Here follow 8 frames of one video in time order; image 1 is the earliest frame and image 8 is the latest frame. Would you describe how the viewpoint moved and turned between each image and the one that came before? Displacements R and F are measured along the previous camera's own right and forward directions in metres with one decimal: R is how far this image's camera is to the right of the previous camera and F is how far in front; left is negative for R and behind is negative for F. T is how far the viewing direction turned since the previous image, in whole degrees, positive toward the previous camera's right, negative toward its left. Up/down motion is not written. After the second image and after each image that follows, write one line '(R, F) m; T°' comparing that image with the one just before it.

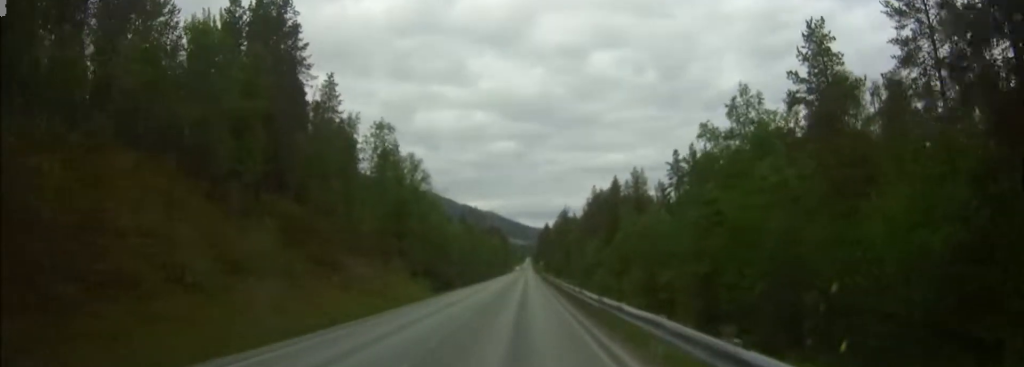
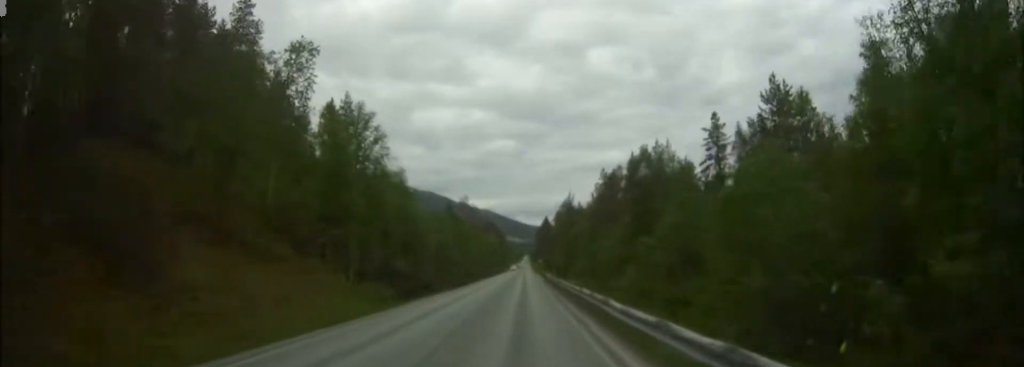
(+0.1, +23.9) m; 0°
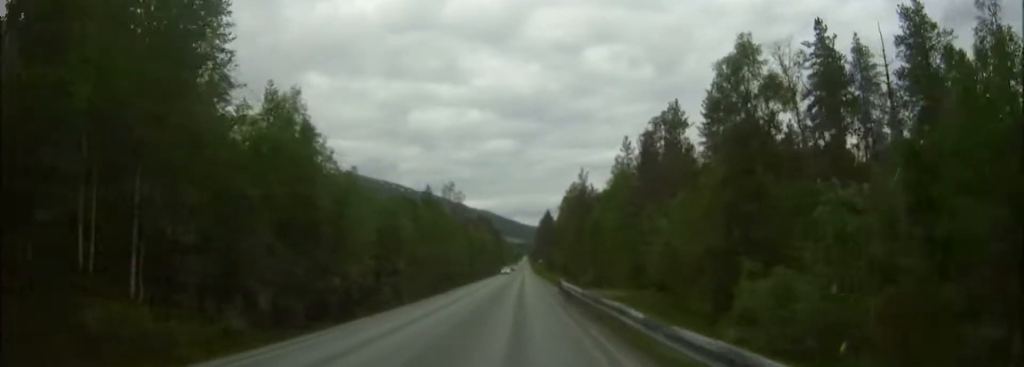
(0.0, +32.1) m; 0°
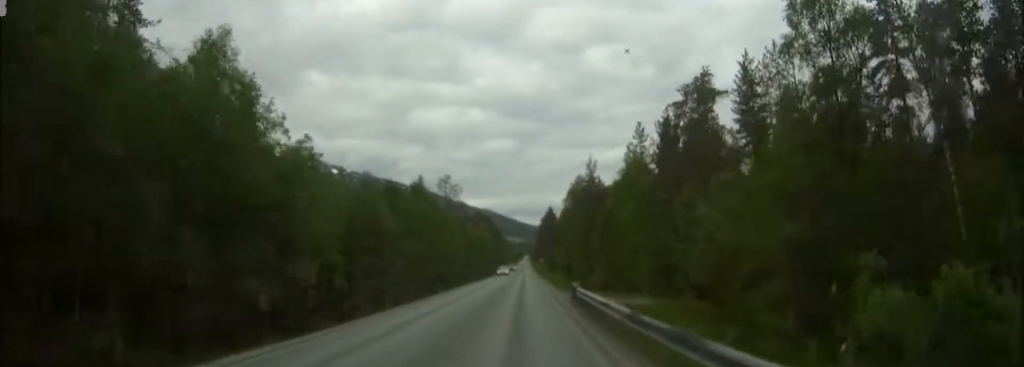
(0.0, +10.1) m; 0°
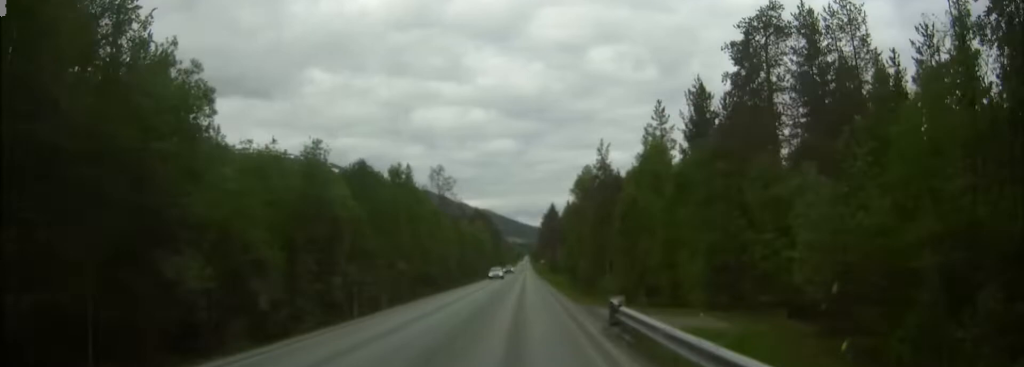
(0.0, +12.8) m; 0°
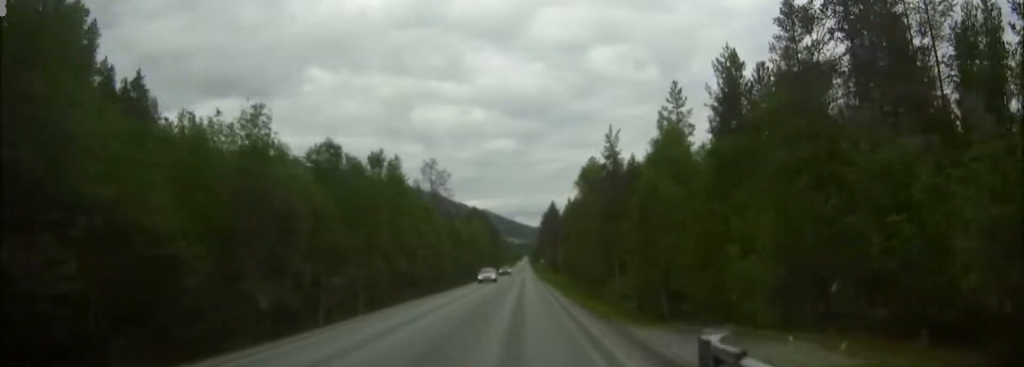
(0.0, +8.8) m; 0°
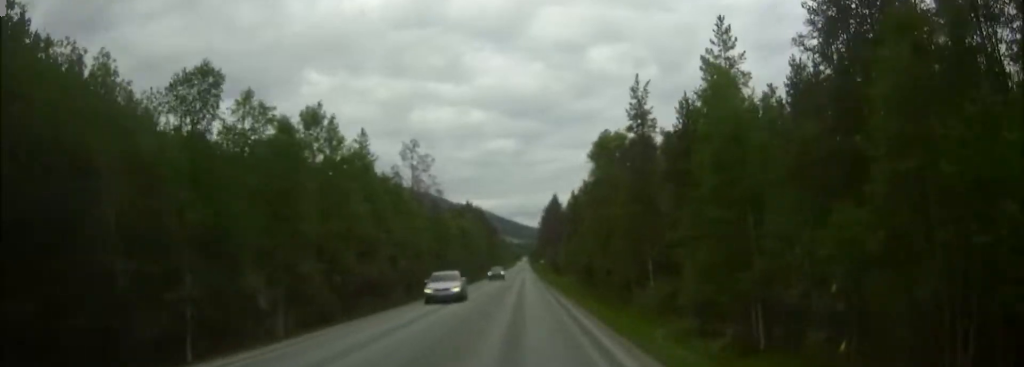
(0.0, +18.2) m; 0°
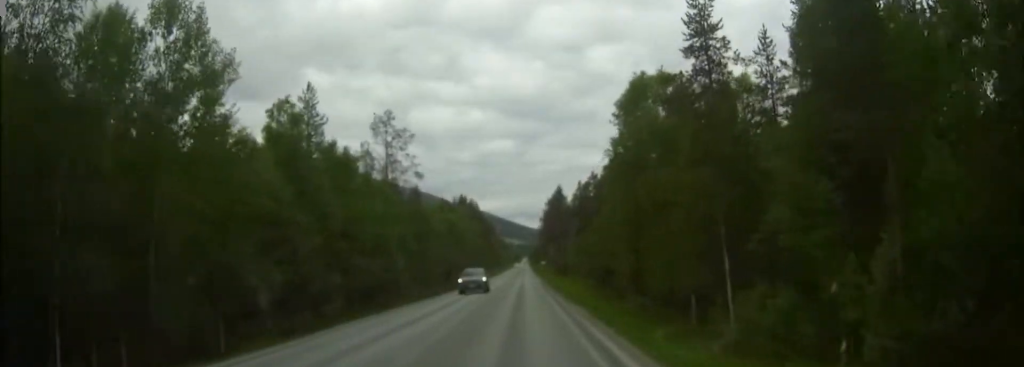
(+0.1, +18.9) m; 0°
